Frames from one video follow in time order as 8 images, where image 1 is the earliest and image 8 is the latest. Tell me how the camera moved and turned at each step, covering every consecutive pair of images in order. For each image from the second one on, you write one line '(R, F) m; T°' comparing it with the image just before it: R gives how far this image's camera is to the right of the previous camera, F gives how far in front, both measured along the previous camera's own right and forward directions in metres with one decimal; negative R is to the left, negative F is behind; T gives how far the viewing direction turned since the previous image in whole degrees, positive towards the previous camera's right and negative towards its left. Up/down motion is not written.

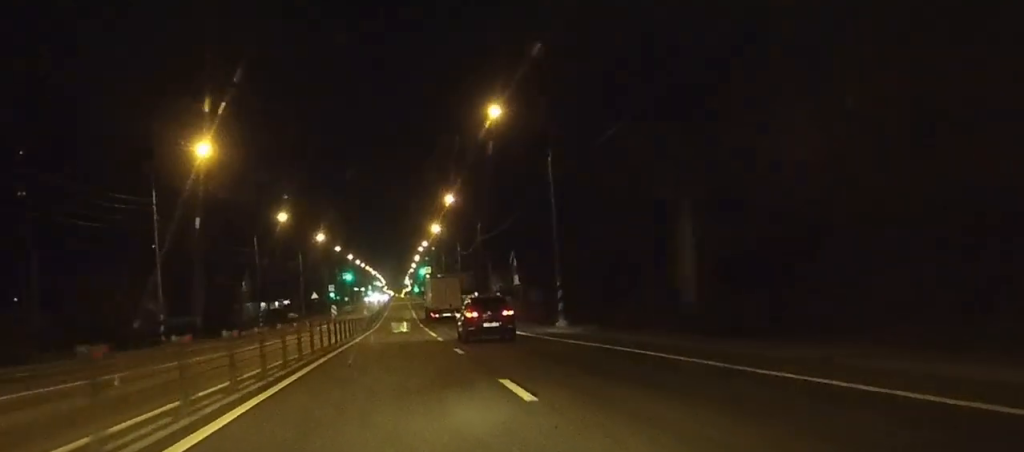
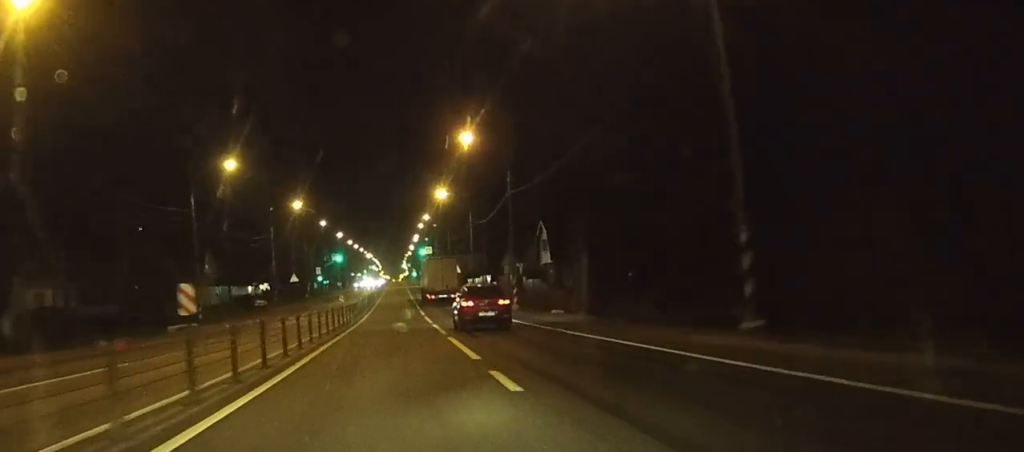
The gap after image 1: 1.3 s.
(0.0, +23.5) m; 0°
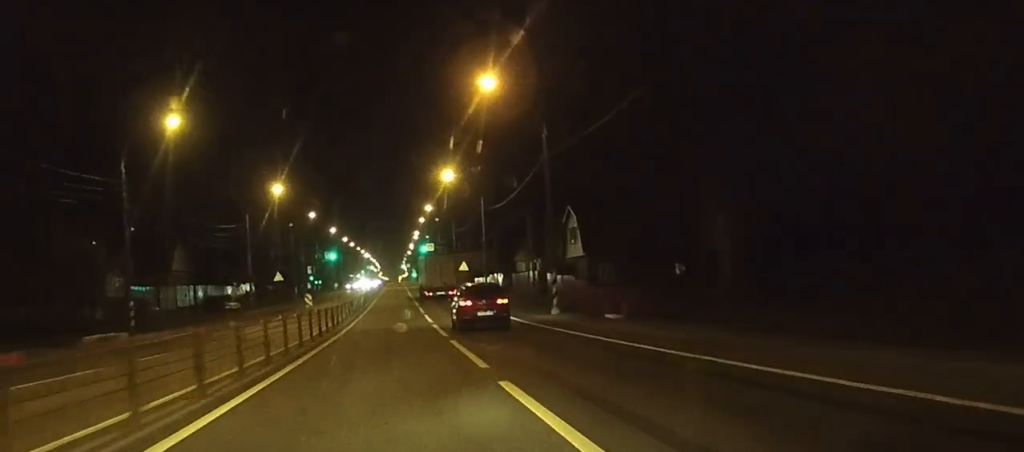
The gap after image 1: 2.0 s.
(0.0, +14.4) m; 0°
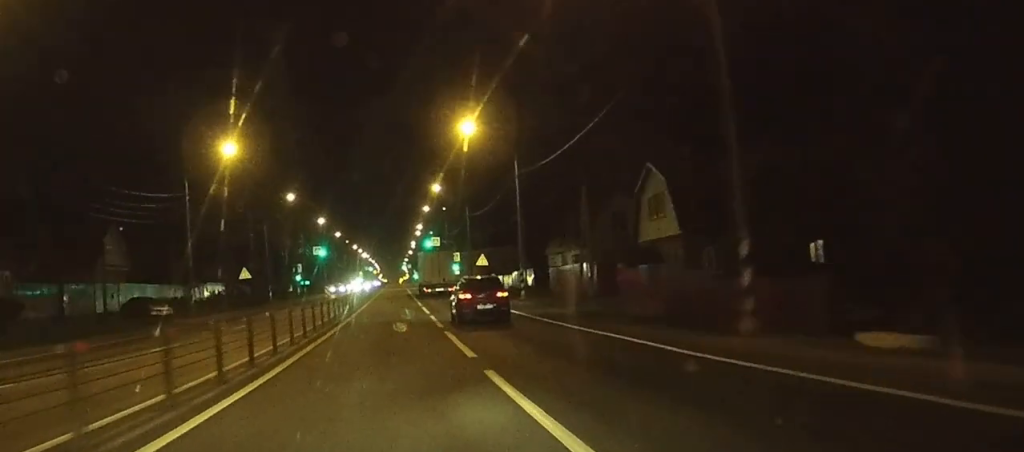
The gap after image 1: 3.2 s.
(+0.1, +22.6) m; 0°
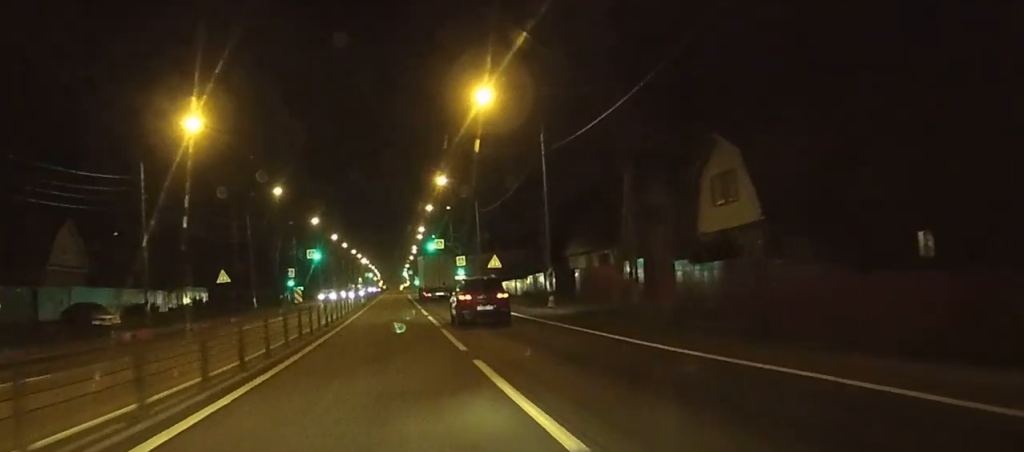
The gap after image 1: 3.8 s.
(0.0, +10.0) m; 0°
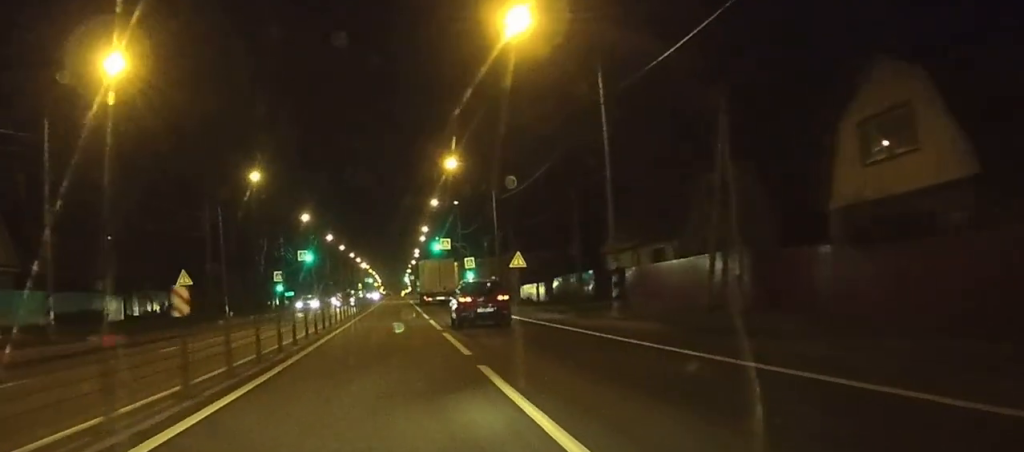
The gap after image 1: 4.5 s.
(0.0, +13.0) m; 0°
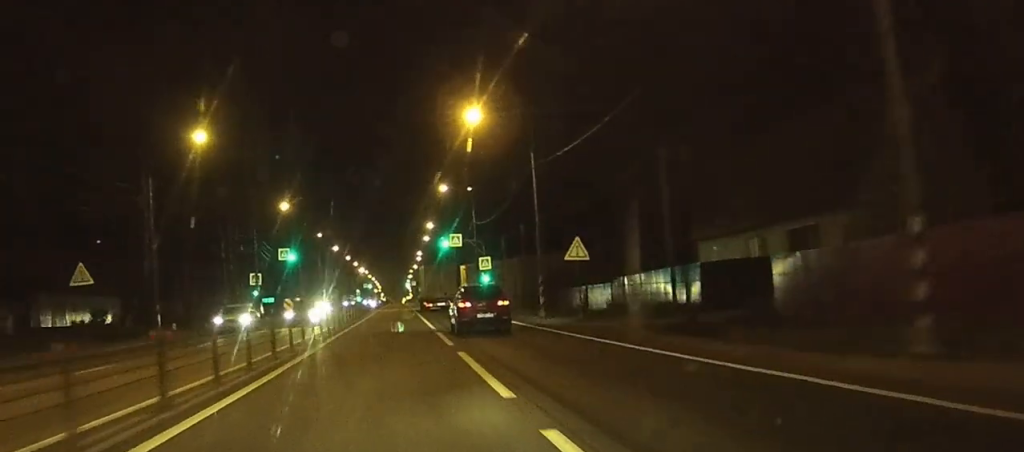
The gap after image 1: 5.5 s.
(0.0, +18.1) m; 0°
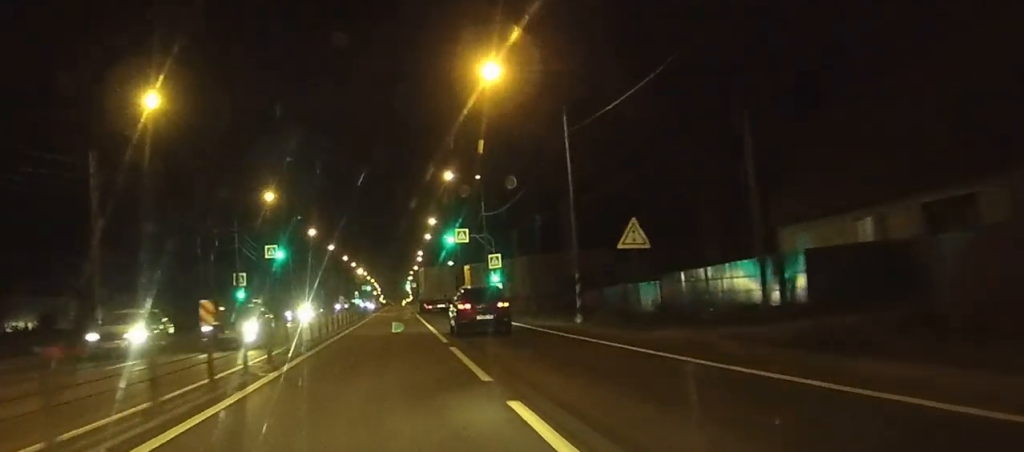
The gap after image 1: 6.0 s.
(0.0, +8.7) m; 0°
